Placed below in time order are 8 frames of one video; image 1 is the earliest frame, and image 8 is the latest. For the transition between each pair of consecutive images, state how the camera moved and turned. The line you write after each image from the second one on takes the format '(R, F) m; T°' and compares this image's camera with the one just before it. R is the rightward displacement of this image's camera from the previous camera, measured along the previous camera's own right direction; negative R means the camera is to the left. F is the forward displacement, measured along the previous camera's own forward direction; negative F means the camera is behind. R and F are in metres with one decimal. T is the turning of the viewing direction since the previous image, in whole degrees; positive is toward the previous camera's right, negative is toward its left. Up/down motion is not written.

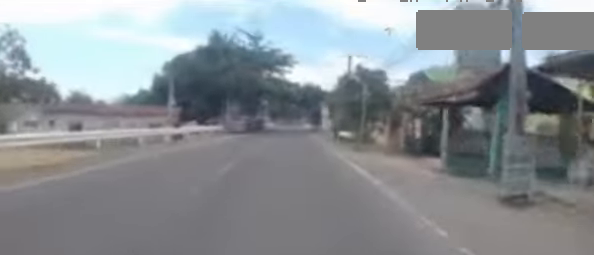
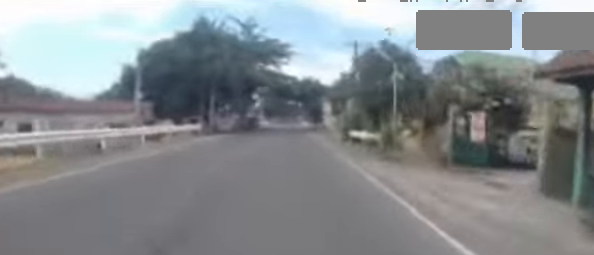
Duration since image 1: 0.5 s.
(0.0, +5.5) m; 0°
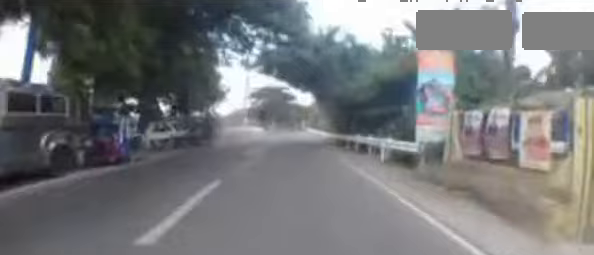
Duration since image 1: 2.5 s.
(-0.8, +24.0) m; -3°
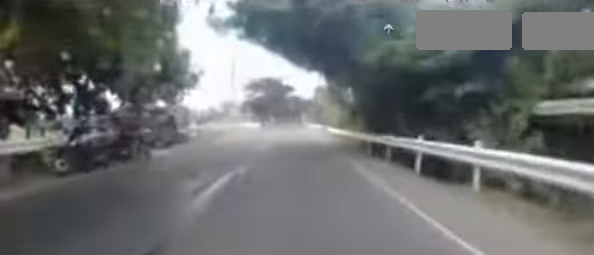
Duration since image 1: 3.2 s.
(+0.1, +7.8) m; +1°
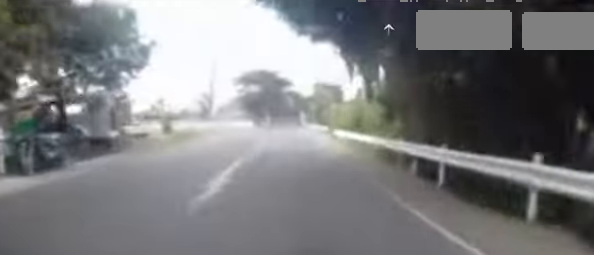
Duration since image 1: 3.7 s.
(+0.2, +6.8) m; +1°
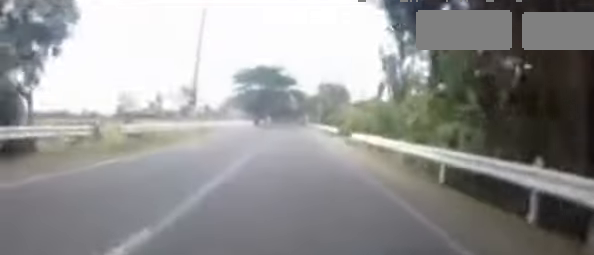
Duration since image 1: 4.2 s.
(0.0, +5.4) m; 0°
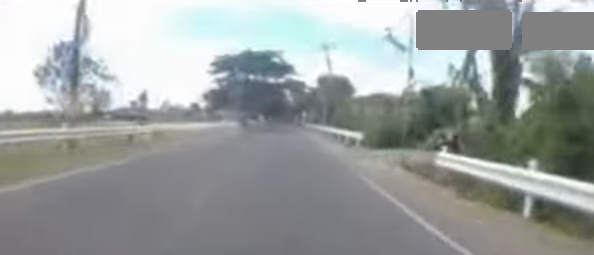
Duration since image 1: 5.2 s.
(0.0, +11.2) m; 0°
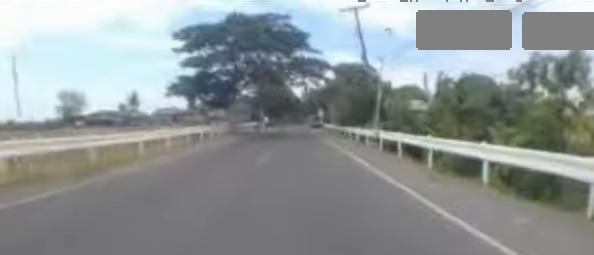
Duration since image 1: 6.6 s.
(0.0, +16.0) m; 0°
